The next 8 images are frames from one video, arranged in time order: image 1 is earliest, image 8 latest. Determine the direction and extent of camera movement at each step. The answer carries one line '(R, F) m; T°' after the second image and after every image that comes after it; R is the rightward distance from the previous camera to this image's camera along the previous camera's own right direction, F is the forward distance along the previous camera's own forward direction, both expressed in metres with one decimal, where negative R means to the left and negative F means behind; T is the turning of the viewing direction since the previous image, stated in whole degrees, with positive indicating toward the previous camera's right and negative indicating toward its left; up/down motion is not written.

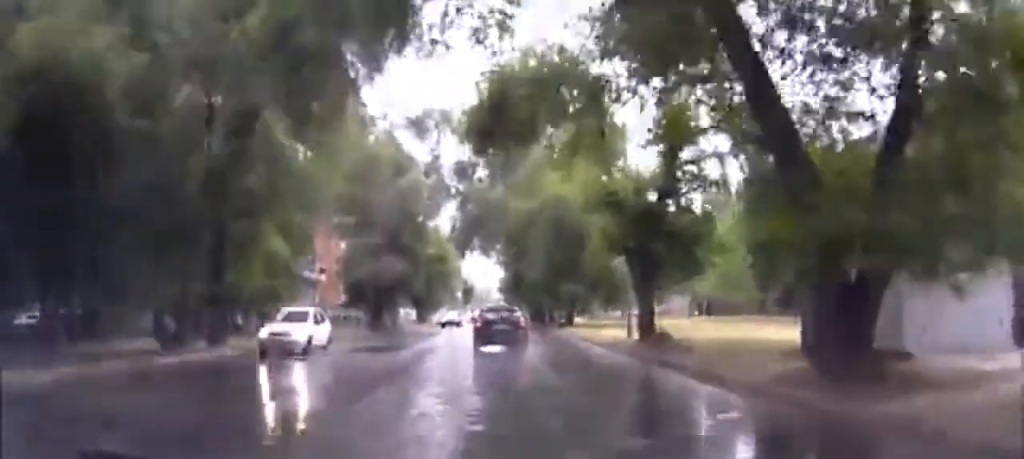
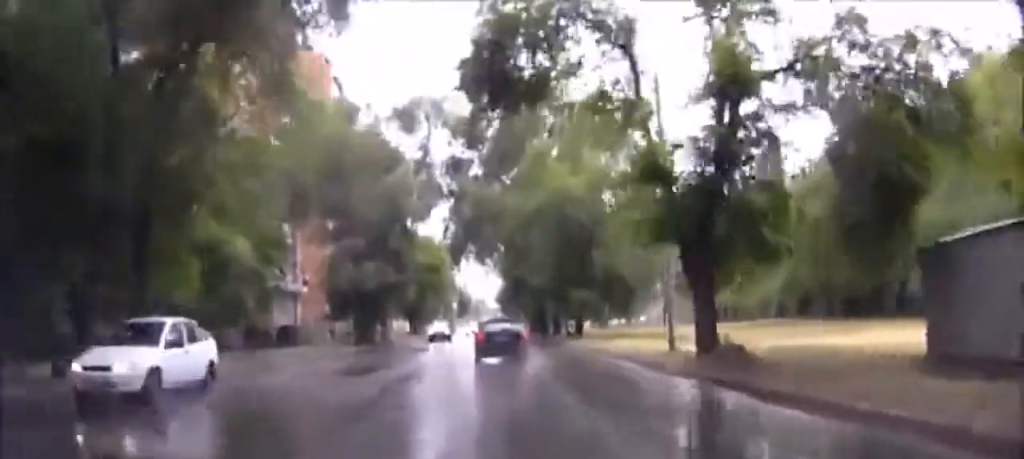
(0.0, +5.2) m; 0°
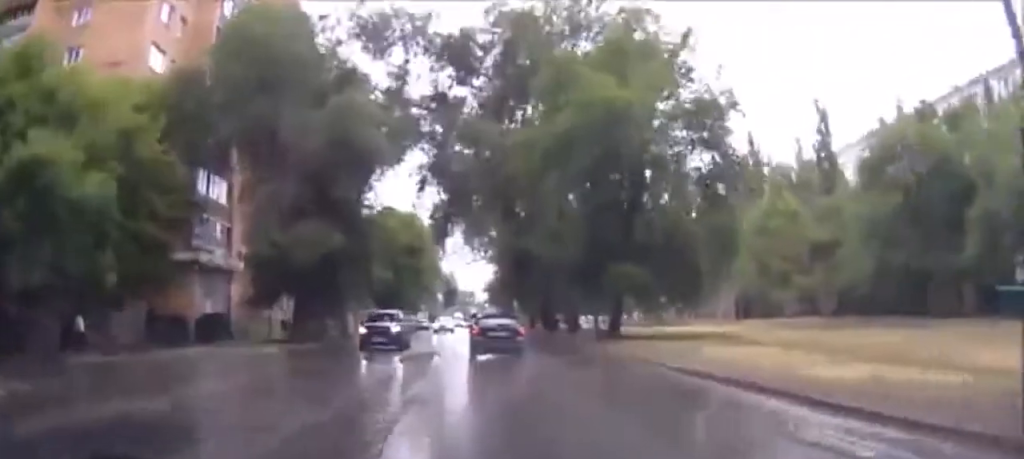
(0.0, +13.8) m; 0°
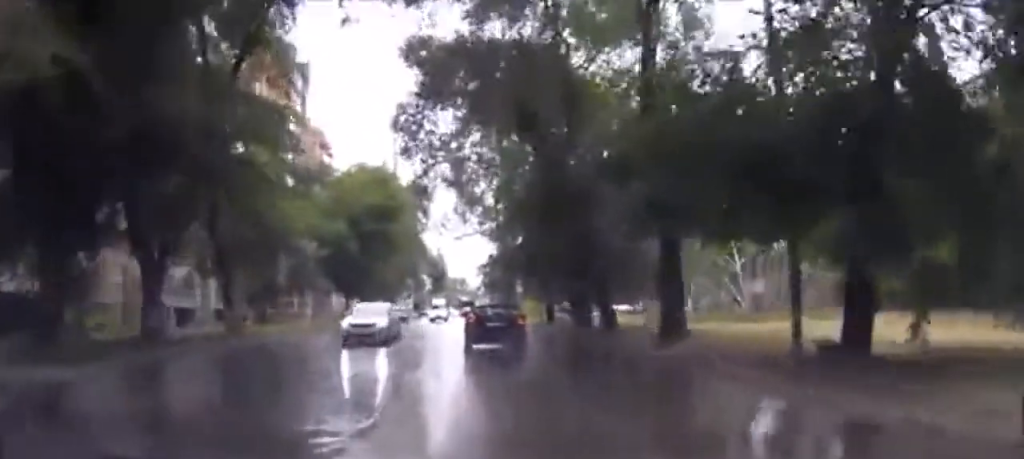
(0.0, +17.6) m; +1°
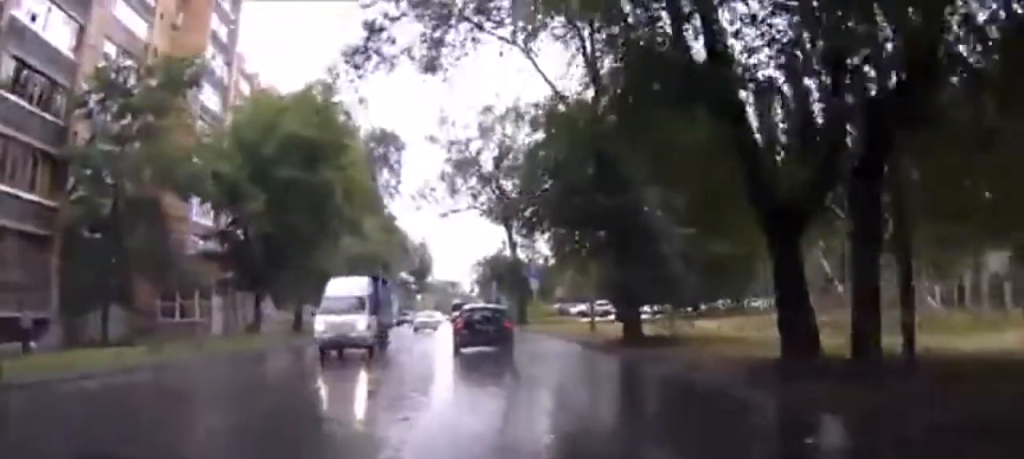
(+0.3, +19.7) m; +1°
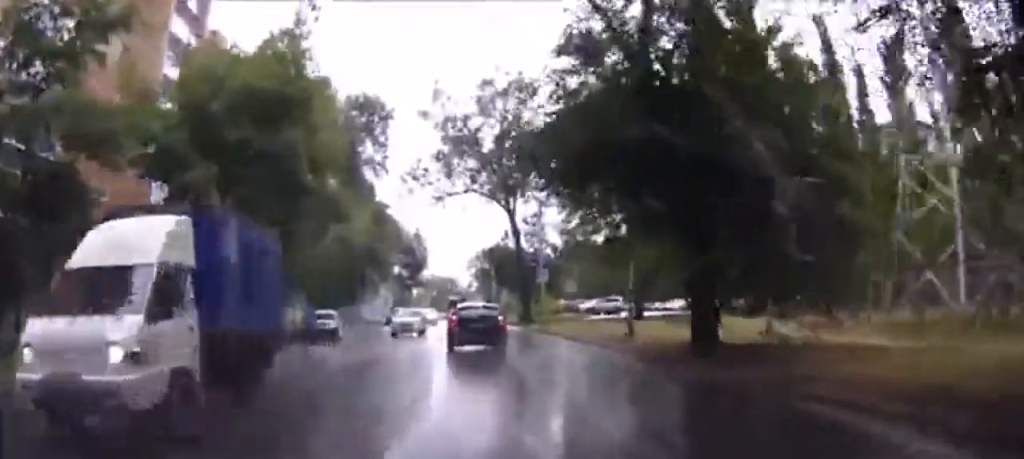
(0.0, +5.7) m; -1°
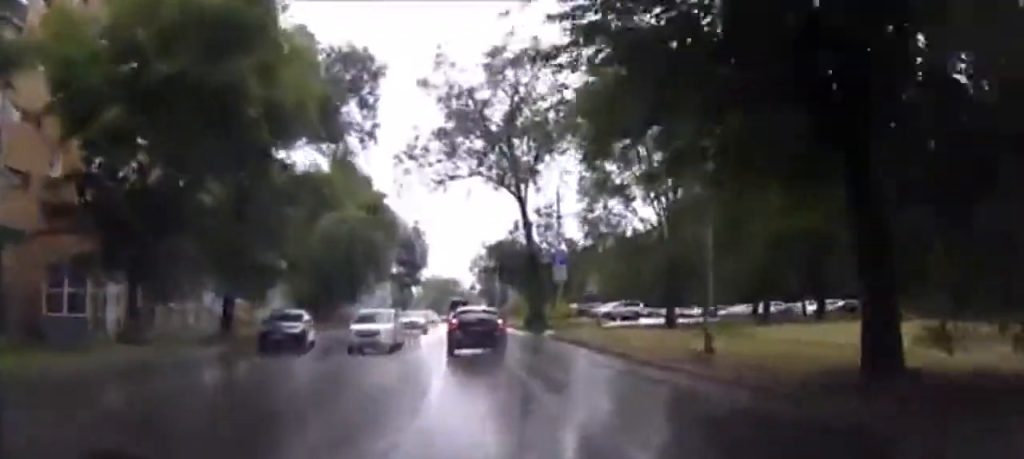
(-0.1, +5.9) m; -1°
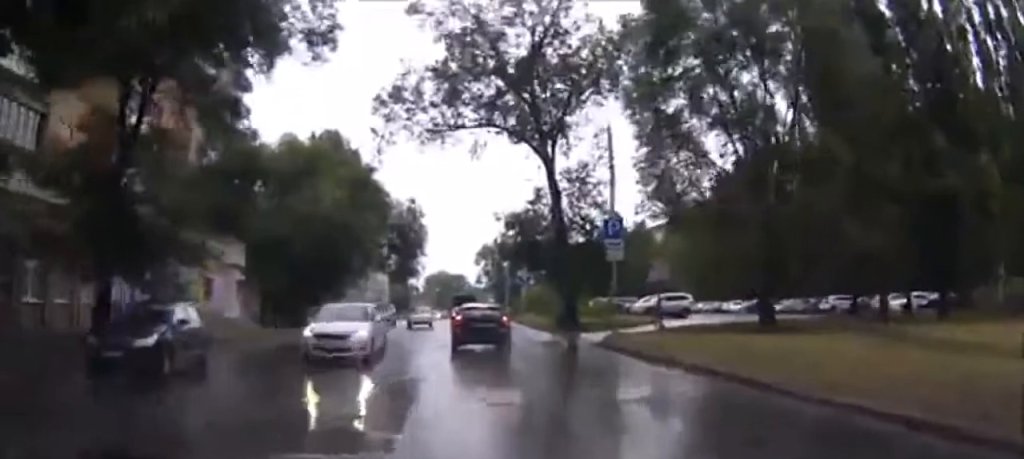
(-0.2, +11.5) m; -2°
